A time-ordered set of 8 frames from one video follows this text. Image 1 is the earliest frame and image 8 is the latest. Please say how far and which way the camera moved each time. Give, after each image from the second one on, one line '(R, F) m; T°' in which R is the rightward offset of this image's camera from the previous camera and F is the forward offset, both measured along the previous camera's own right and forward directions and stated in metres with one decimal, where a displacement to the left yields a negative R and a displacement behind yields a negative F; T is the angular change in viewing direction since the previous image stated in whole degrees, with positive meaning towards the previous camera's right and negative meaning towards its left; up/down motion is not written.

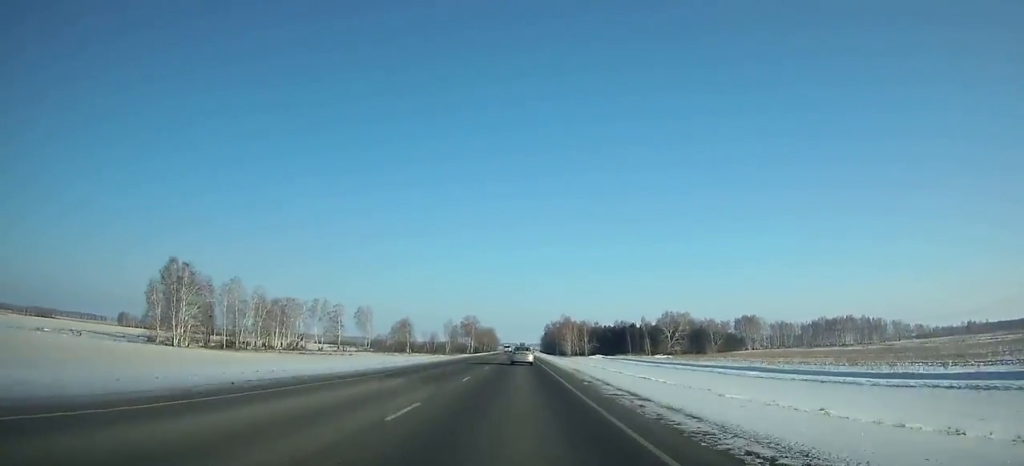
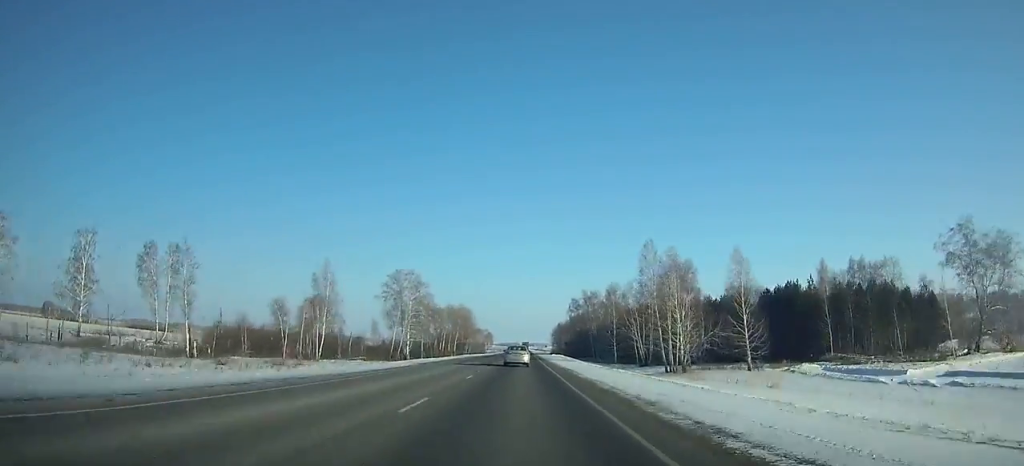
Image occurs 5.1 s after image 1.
(-0.5, +152.0) m; 0°
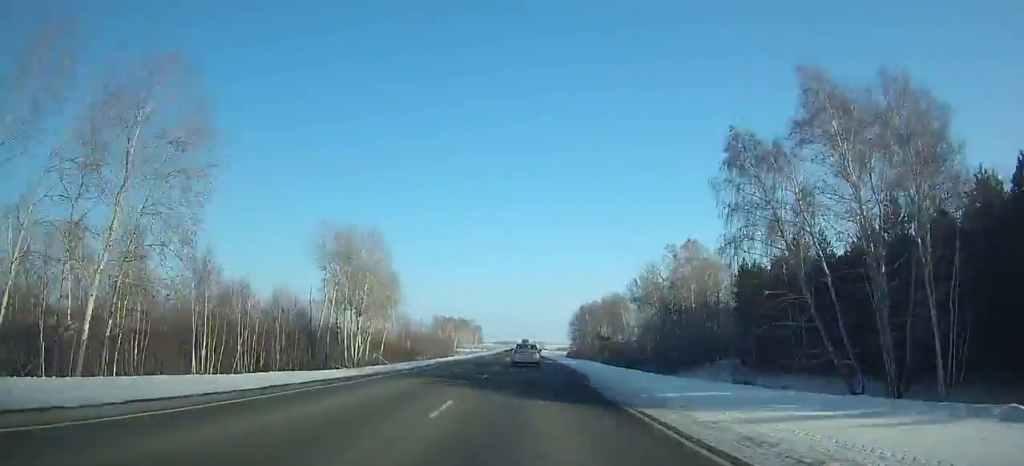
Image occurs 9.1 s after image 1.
(+0.2, +117.4) m; 0°
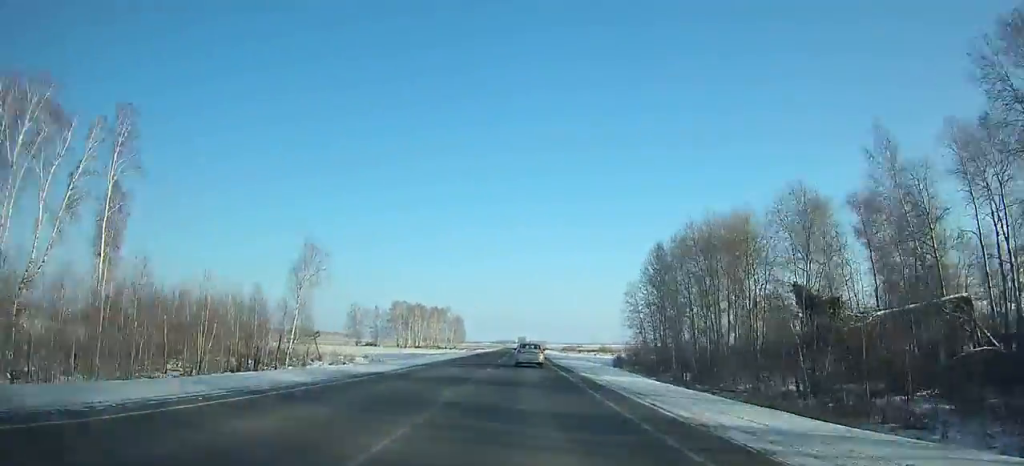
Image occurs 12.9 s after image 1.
(+0.5, +109.0) m; 0°
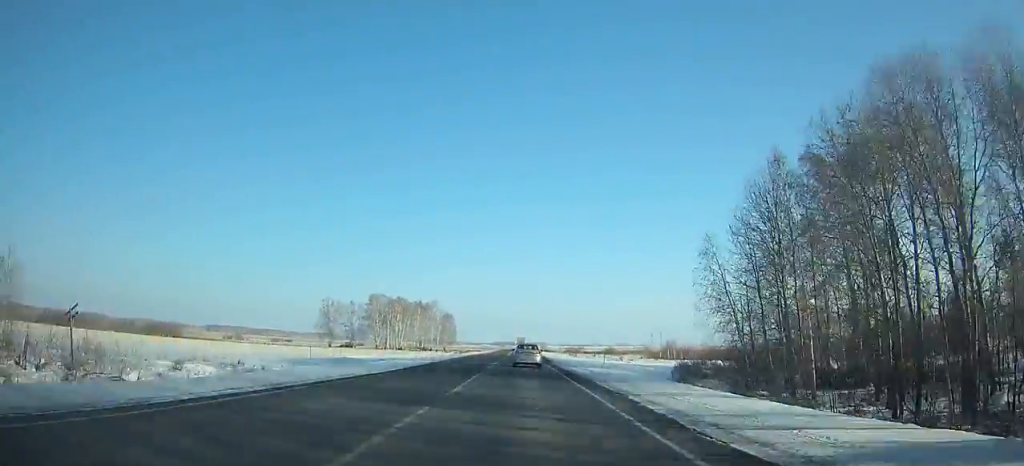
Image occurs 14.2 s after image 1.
(+0.1, +37.0) m; 0°
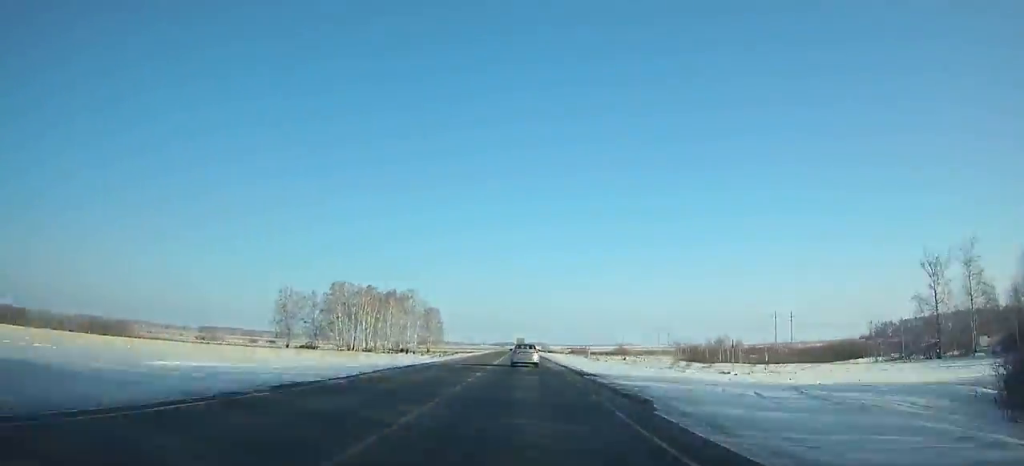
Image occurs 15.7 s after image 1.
(0.0, +42.7) m; 0°
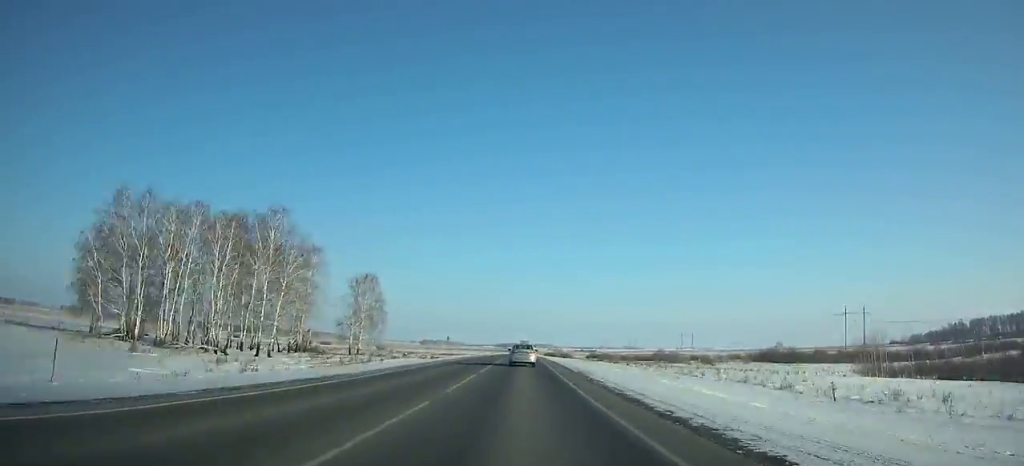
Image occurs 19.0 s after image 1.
(-0.2, +94.3) m; 0°
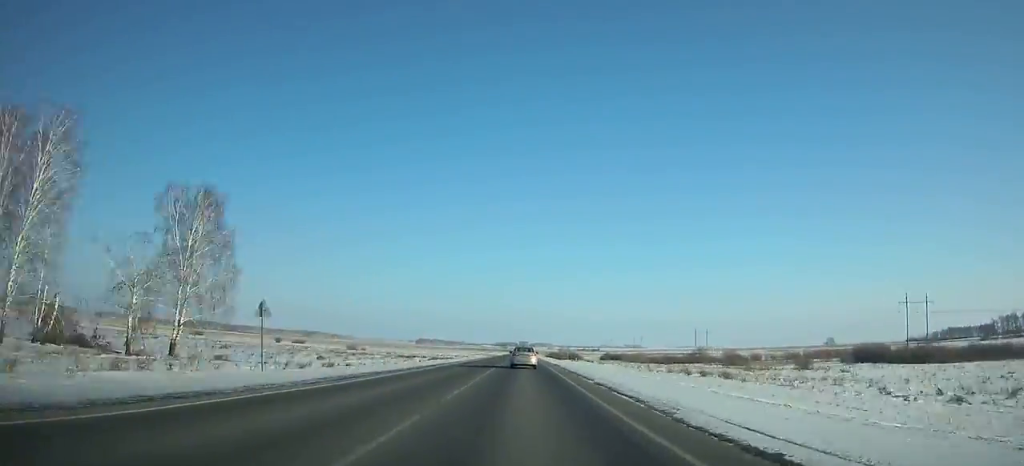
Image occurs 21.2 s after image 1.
(-0.2, +63.3) m; 0°
